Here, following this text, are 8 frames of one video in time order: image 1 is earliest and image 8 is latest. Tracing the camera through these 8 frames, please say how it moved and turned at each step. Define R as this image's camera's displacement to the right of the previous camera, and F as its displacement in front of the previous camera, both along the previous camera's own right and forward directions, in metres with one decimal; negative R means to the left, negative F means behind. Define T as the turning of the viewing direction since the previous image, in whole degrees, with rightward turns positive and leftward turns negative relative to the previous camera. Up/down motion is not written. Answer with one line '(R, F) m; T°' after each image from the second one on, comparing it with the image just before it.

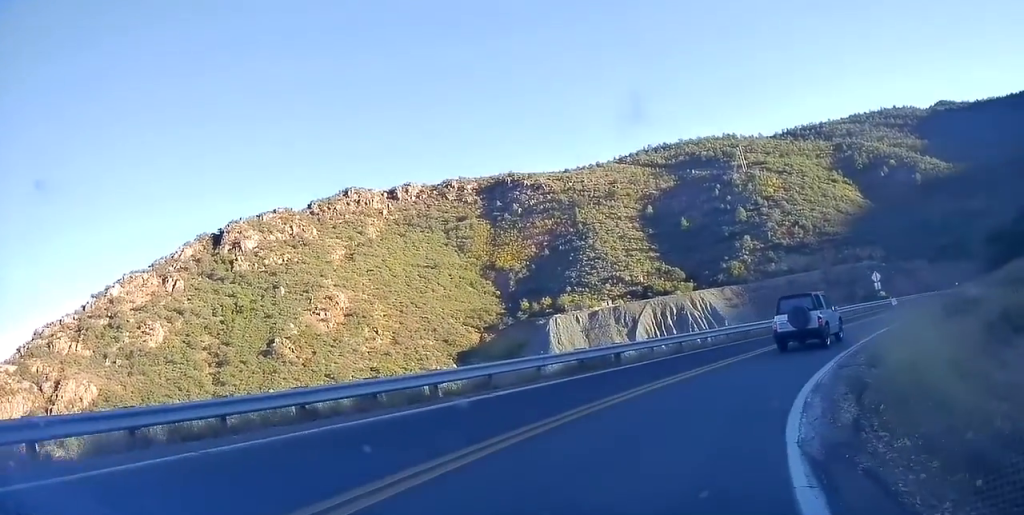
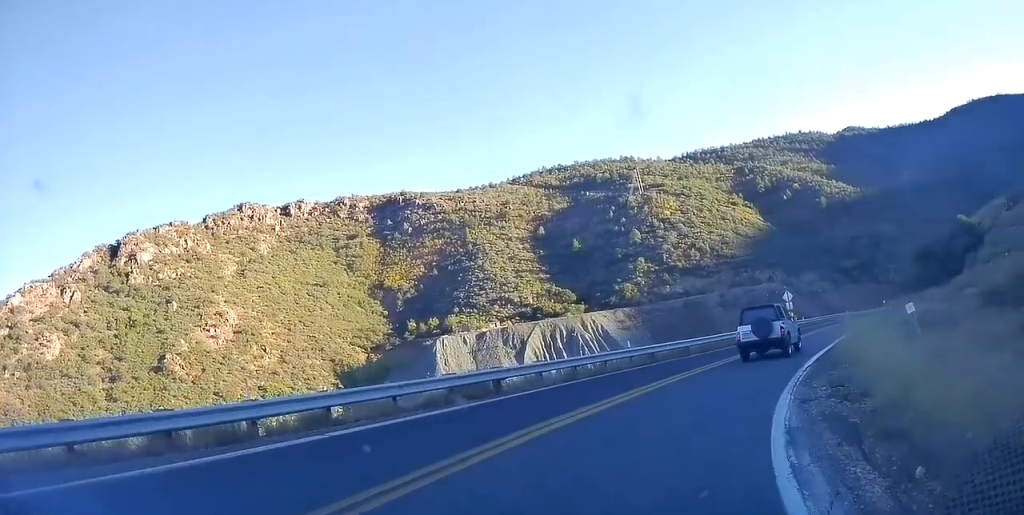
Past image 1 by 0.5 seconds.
(+0.2, +3.8) m; +8°
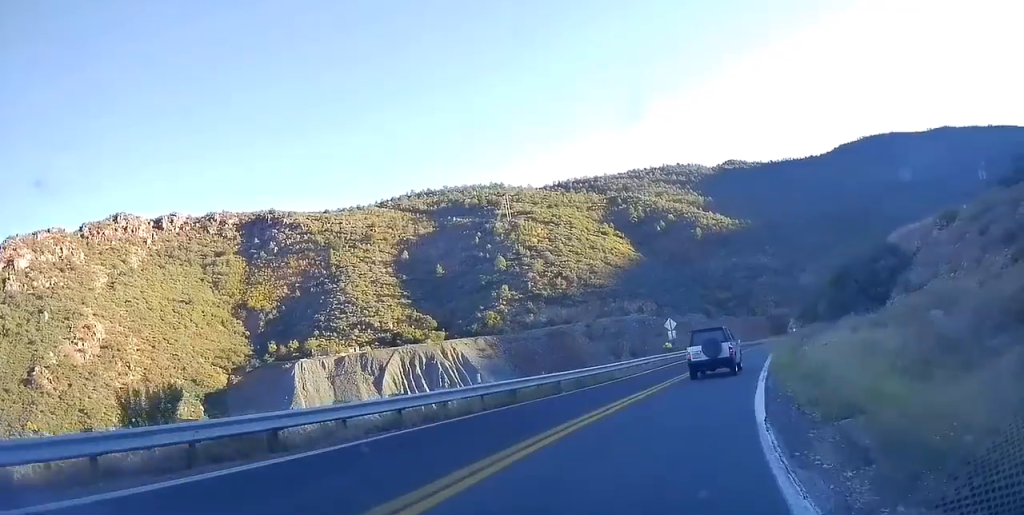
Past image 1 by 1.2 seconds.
(+0.4, +6.2) m; +12°
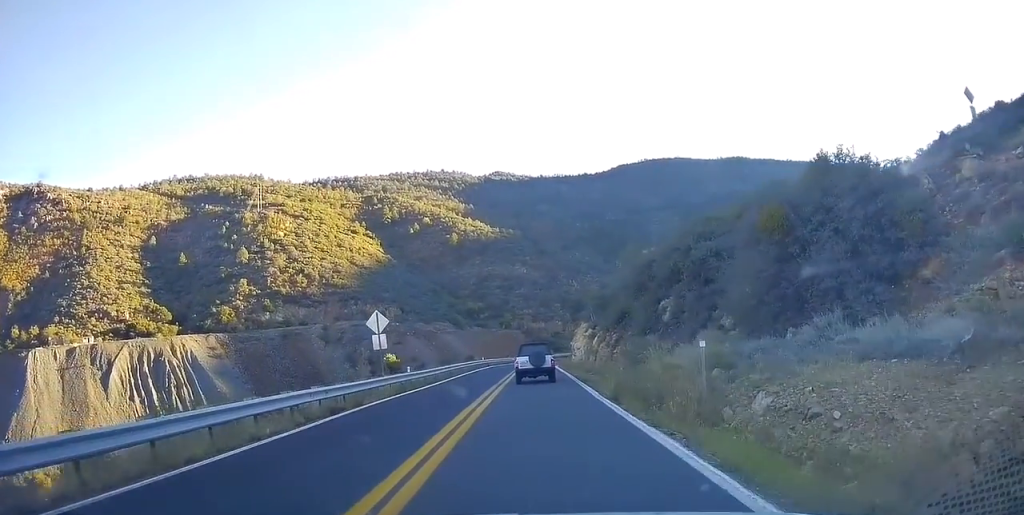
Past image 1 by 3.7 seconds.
(+5.2, +22.9) m; +20°
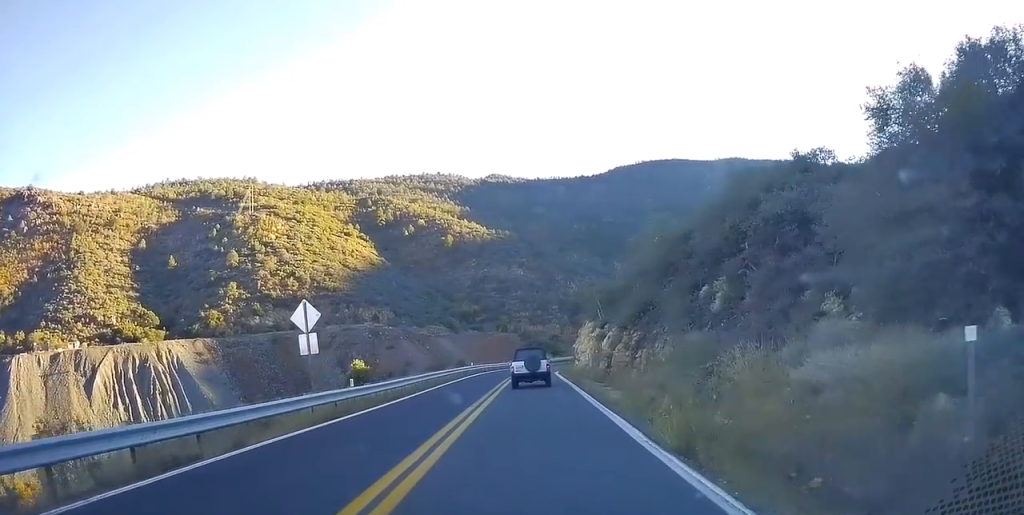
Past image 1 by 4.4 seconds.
(+0.5, +7.9) m; +2°
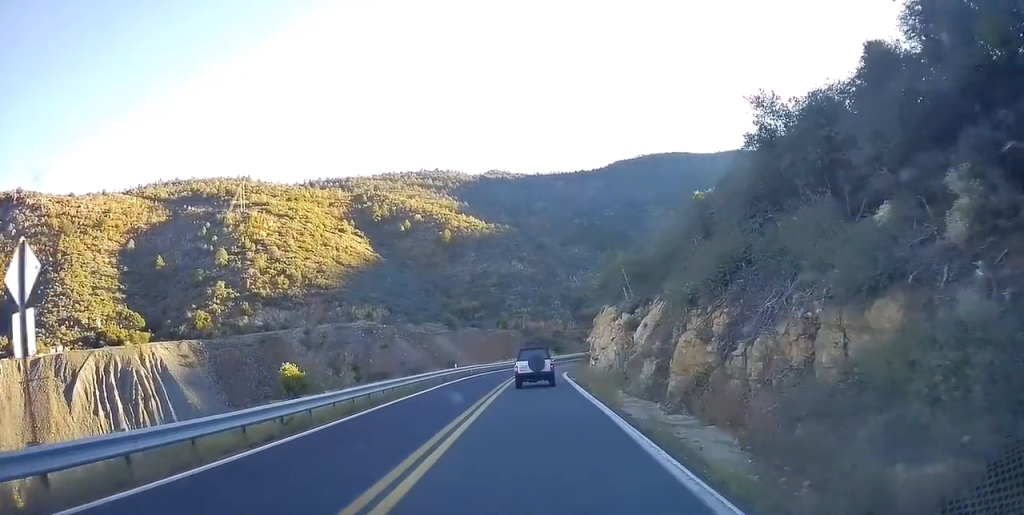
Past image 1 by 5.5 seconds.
(-0.4, +11.8) m; -1°
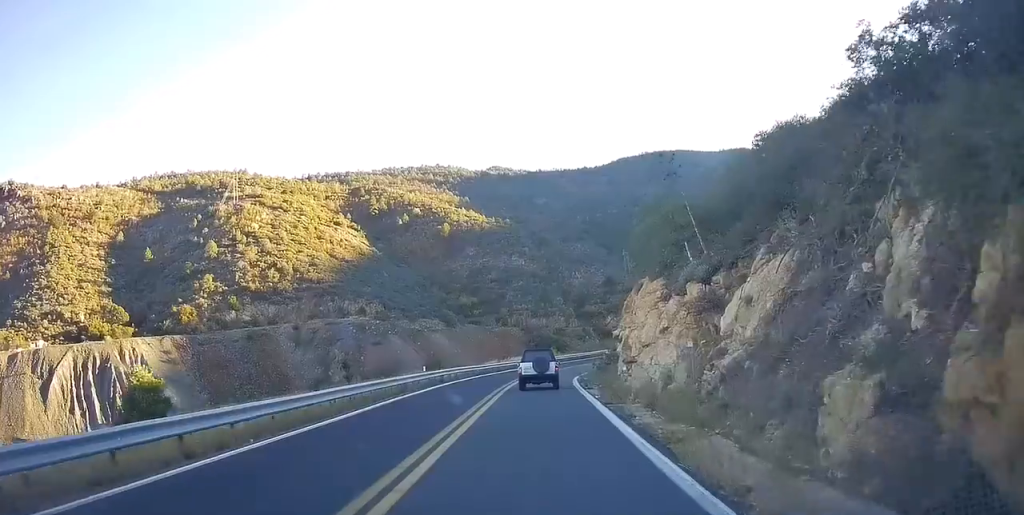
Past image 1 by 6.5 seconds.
(+0.3, +11.9) m; +2°
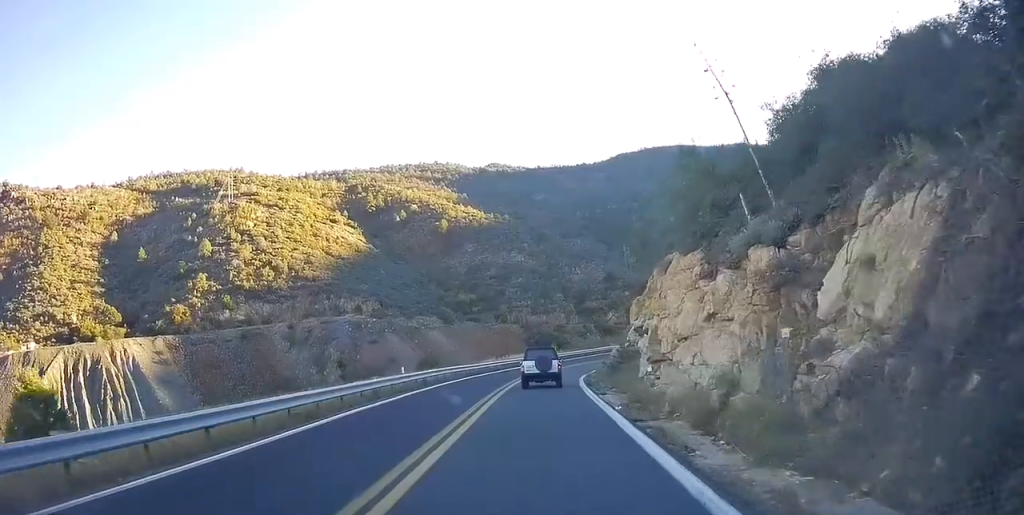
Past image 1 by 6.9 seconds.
(0.0, +4.9) m; 0°
